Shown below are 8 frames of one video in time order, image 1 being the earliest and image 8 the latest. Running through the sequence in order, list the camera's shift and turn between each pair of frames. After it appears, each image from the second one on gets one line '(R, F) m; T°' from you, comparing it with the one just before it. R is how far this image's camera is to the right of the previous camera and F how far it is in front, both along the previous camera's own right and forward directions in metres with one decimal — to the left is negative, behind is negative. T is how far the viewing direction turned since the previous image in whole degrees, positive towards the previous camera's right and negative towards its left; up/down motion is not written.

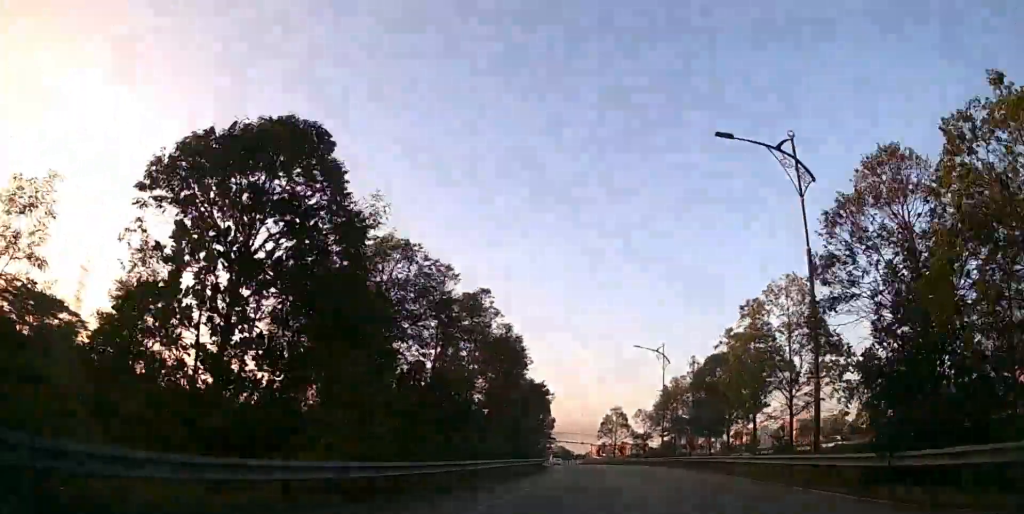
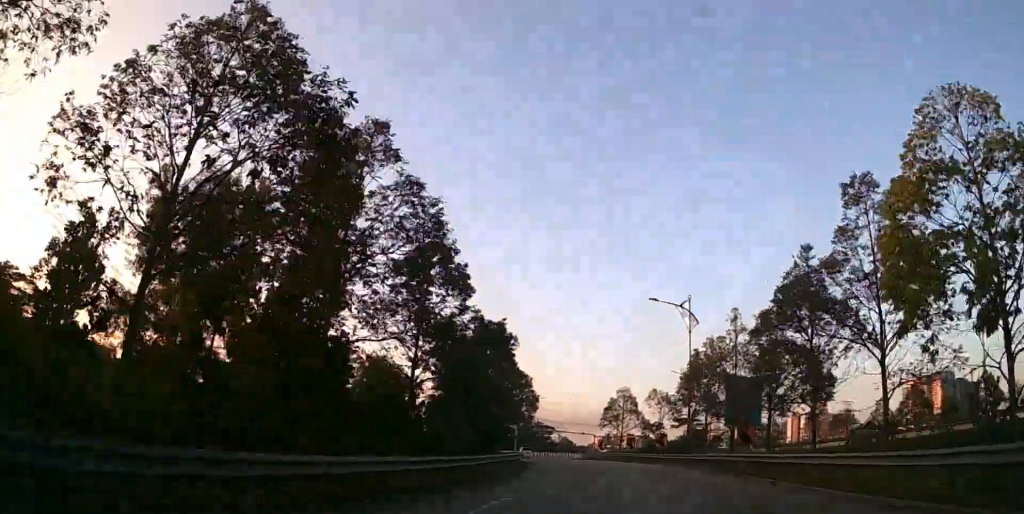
(-0.1, +15.9) m; -1°
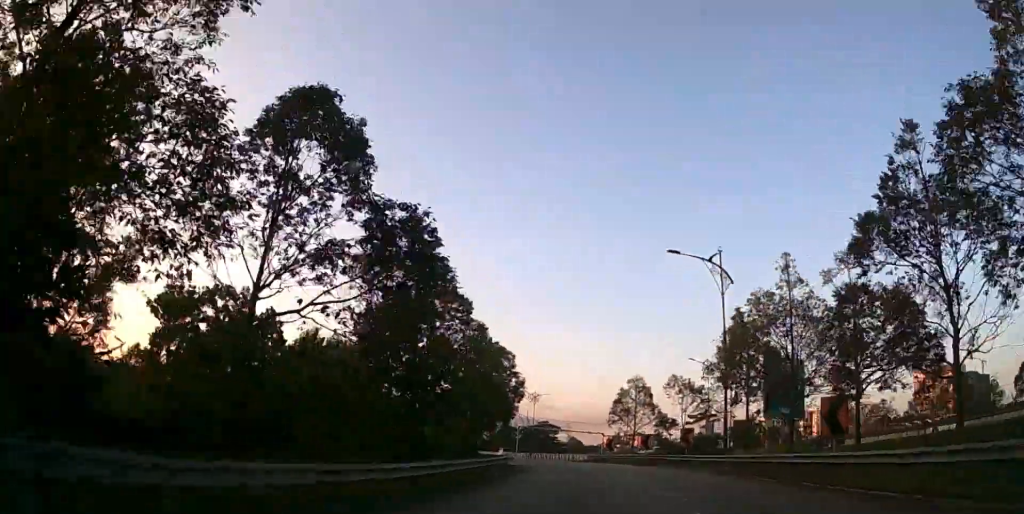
(0.0, +9.6) m; -1°
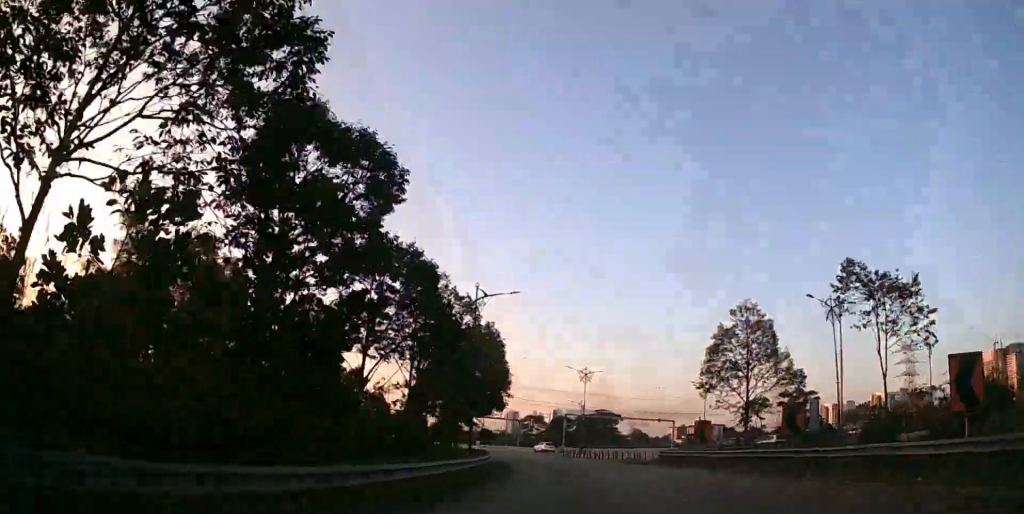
(-0.5, +26.1) m; -3°
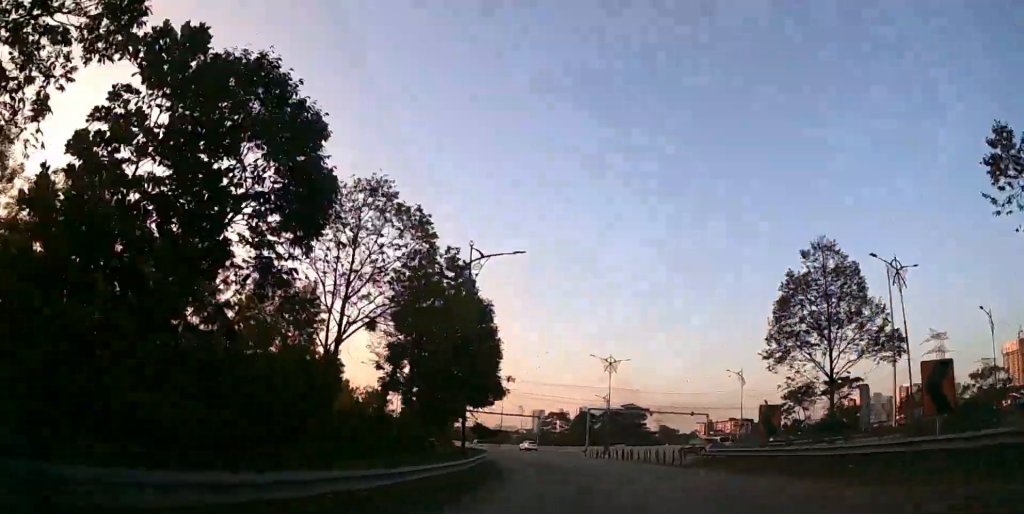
(+0.1, +8.8) m; -2°
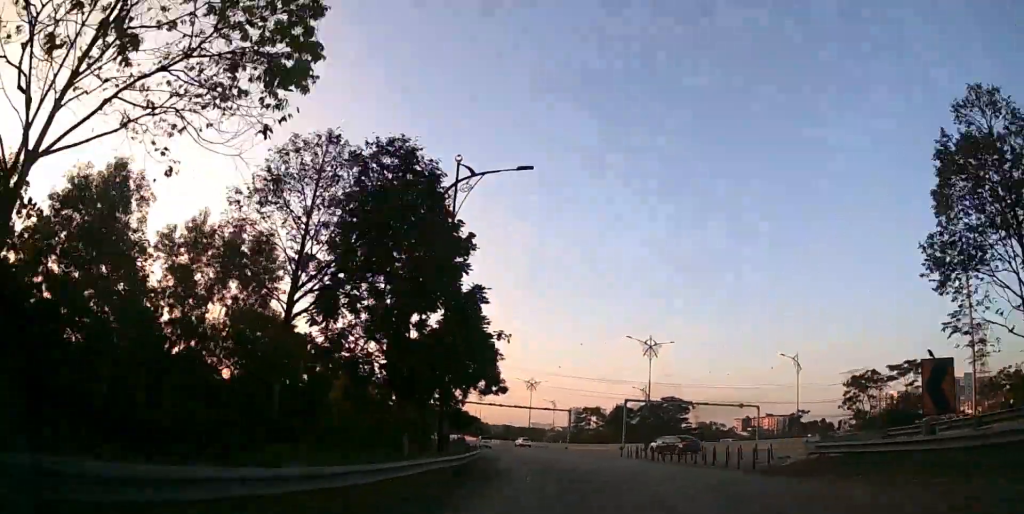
(-0.4, +10.4) m; -3°
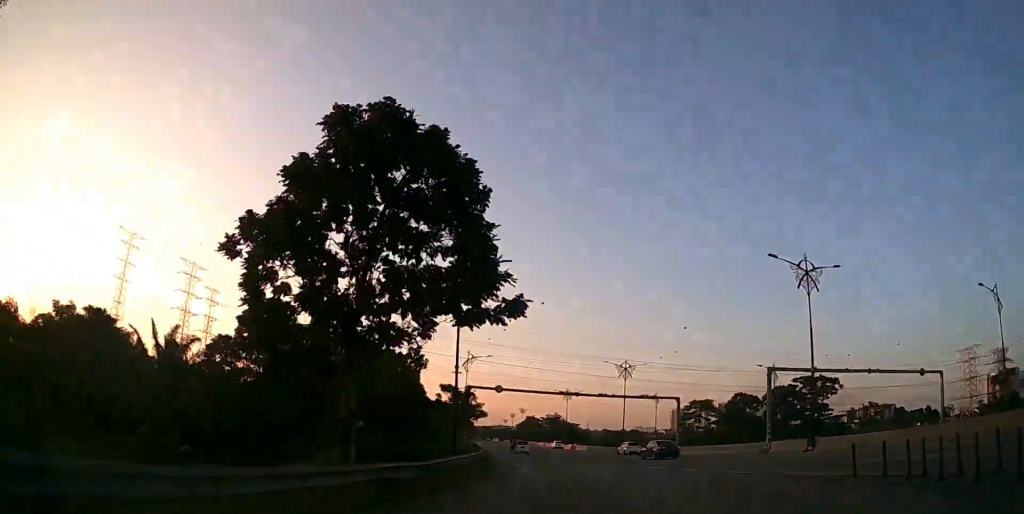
(-1.5, +25.8) m; -9°
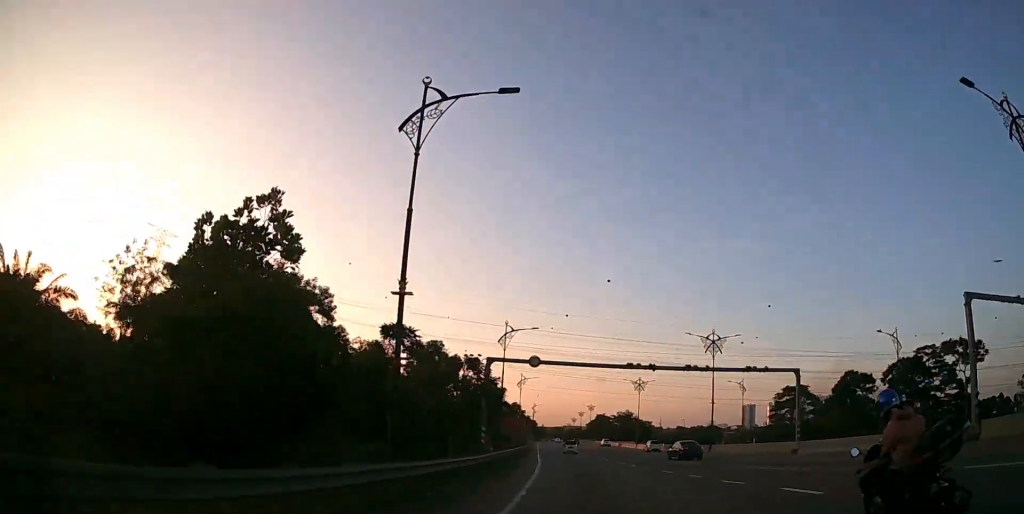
(-1.1, +18.0) m; -7°
